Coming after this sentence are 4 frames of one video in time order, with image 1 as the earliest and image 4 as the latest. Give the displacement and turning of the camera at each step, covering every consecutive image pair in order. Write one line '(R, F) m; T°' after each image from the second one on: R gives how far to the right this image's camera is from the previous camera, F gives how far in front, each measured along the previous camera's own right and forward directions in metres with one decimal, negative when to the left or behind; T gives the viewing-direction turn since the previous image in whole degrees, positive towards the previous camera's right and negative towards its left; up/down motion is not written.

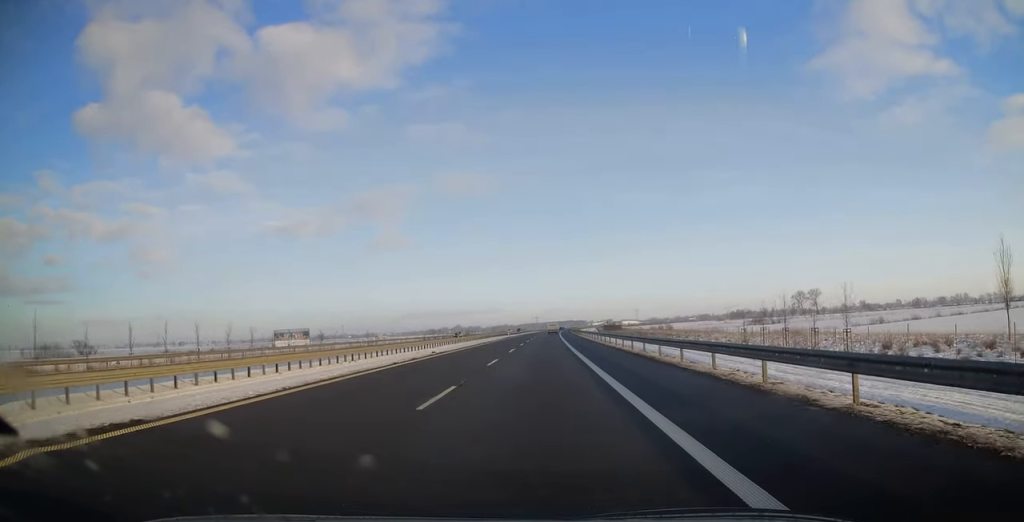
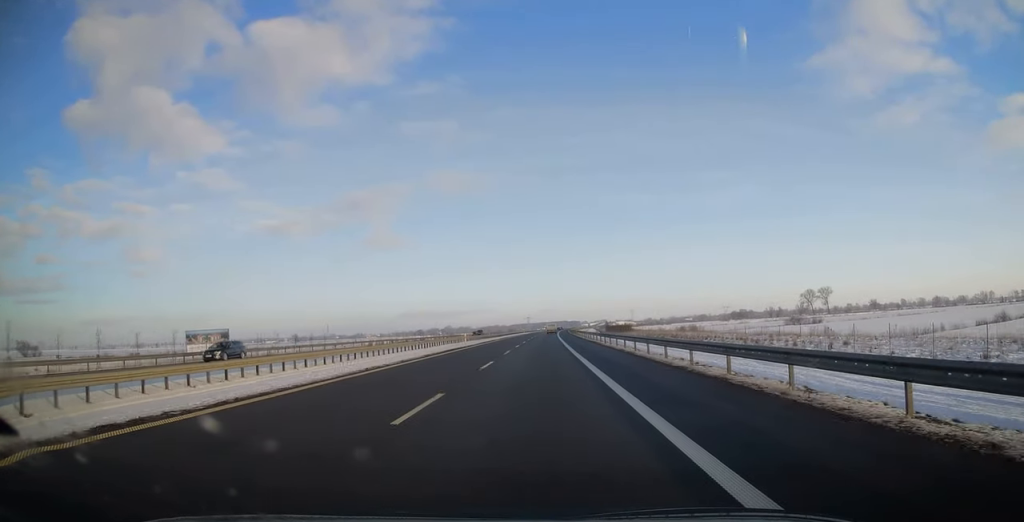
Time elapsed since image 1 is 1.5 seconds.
(+0.6, +49.4) m; +1°
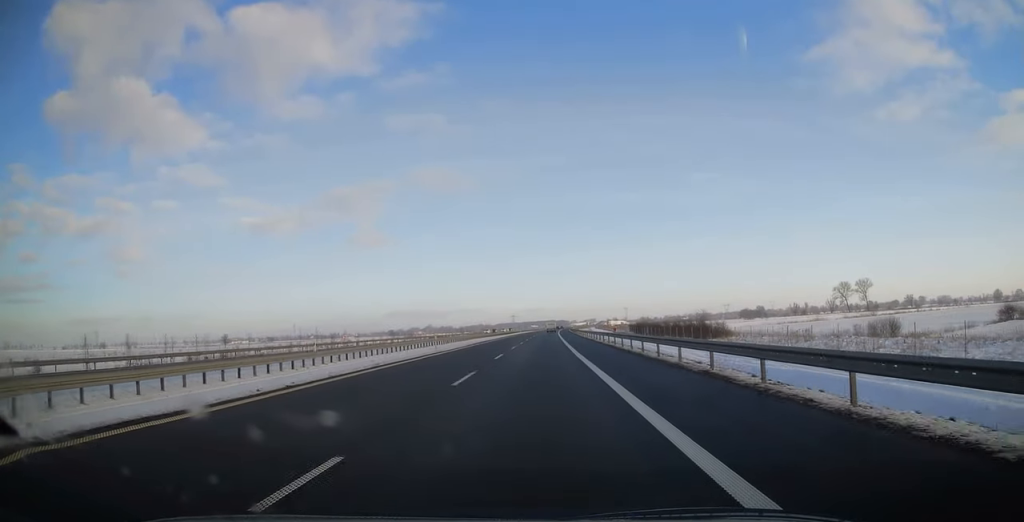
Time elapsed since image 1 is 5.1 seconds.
(+1.6, +114.2) m; +2°
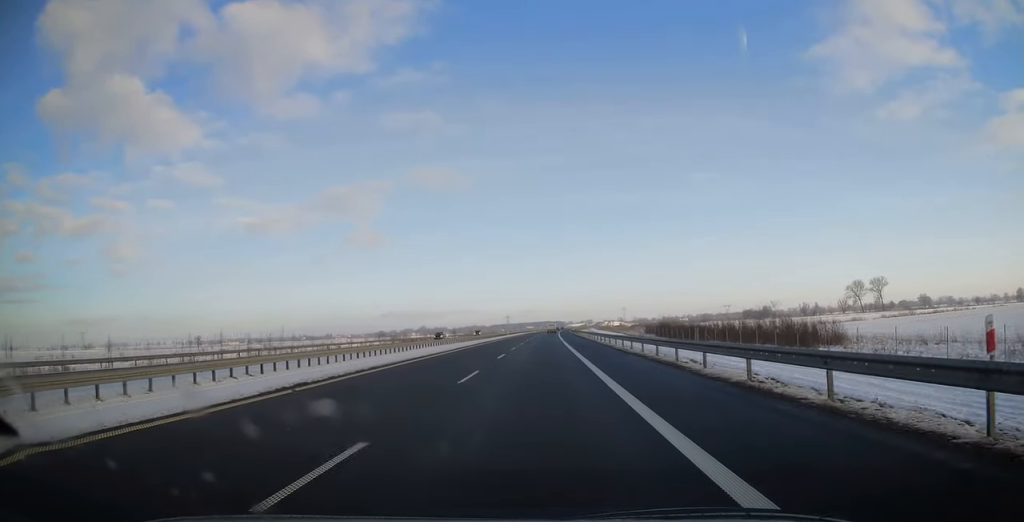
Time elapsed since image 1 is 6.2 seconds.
(+0.3, +35.1) m; 0°
